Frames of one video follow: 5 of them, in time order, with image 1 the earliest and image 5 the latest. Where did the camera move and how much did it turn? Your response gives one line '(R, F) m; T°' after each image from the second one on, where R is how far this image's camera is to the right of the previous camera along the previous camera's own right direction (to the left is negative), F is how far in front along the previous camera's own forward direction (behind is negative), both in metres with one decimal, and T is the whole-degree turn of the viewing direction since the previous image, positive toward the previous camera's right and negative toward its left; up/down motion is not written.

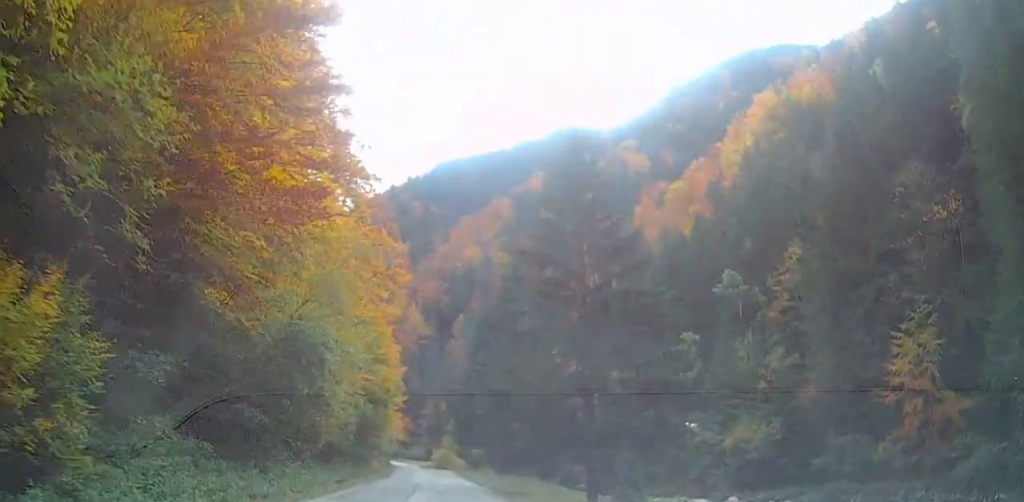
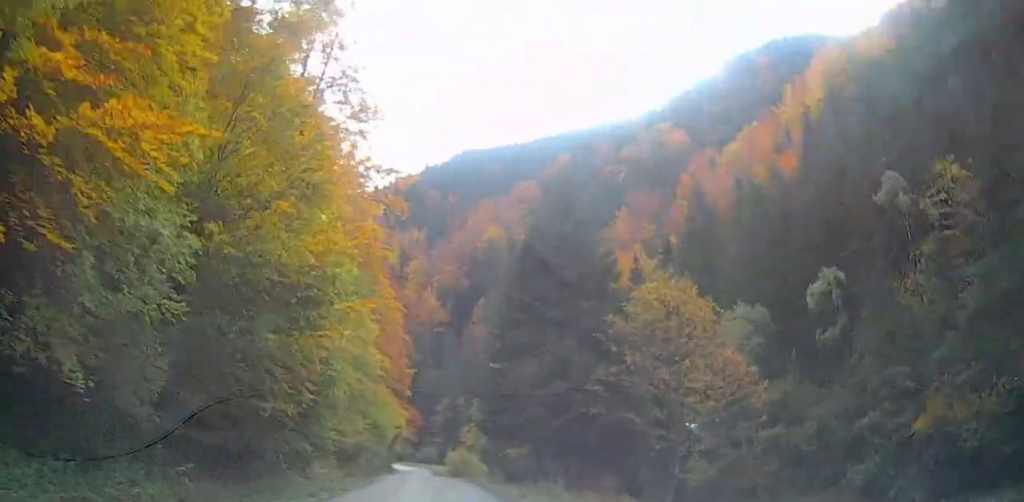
(-0.8, +28.4) m; 0°
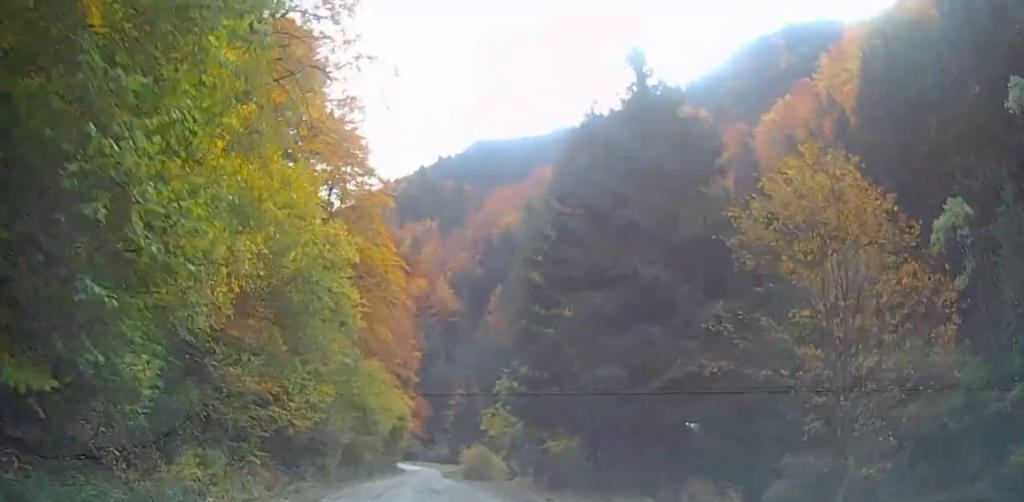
(+0.5, +16.0) m; +1°
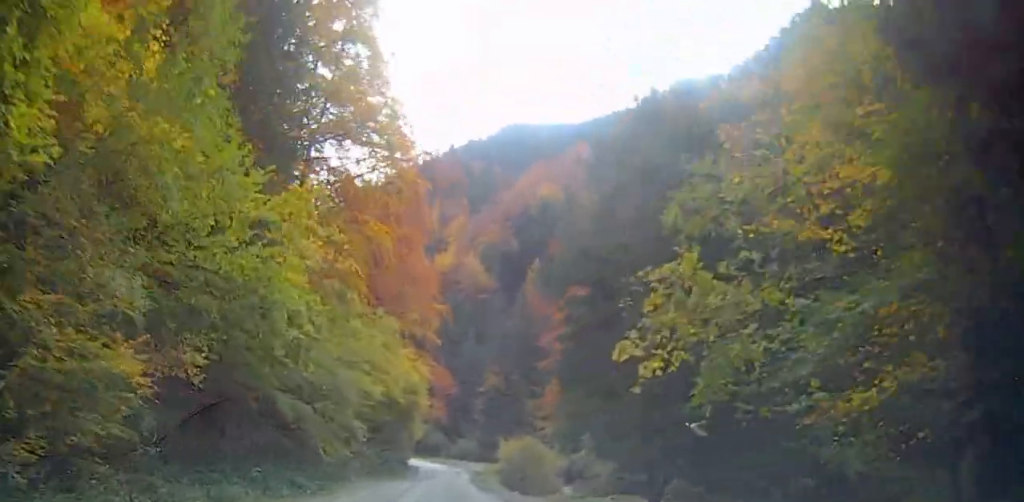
(-0.9, +26.3) m; -6°
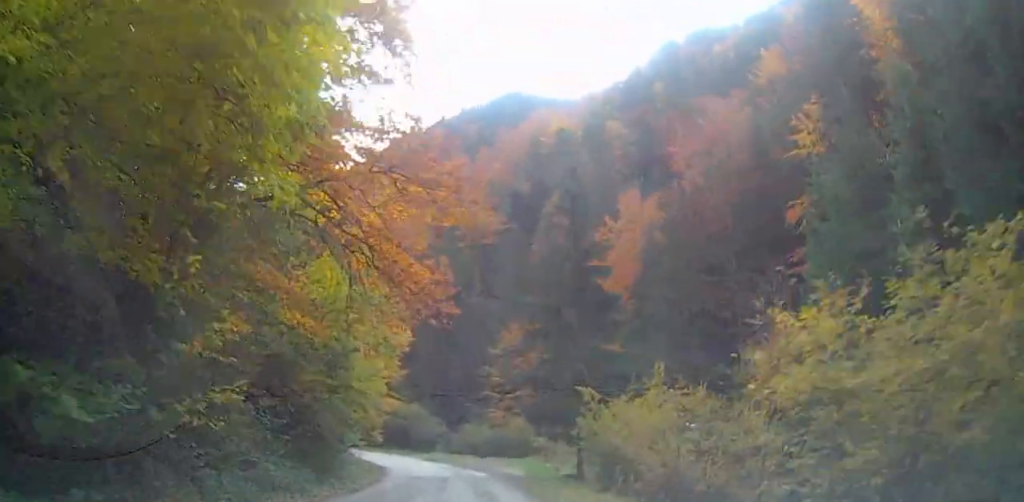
(+0.2, +44.6) m; -2°
